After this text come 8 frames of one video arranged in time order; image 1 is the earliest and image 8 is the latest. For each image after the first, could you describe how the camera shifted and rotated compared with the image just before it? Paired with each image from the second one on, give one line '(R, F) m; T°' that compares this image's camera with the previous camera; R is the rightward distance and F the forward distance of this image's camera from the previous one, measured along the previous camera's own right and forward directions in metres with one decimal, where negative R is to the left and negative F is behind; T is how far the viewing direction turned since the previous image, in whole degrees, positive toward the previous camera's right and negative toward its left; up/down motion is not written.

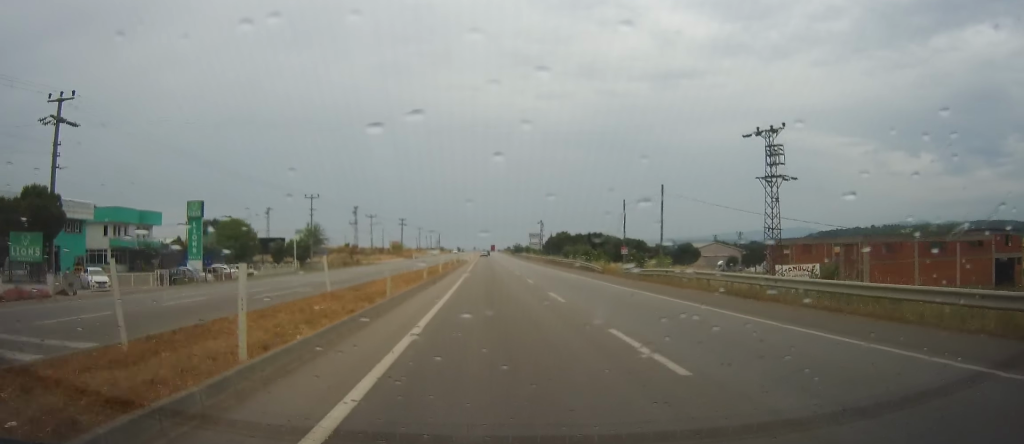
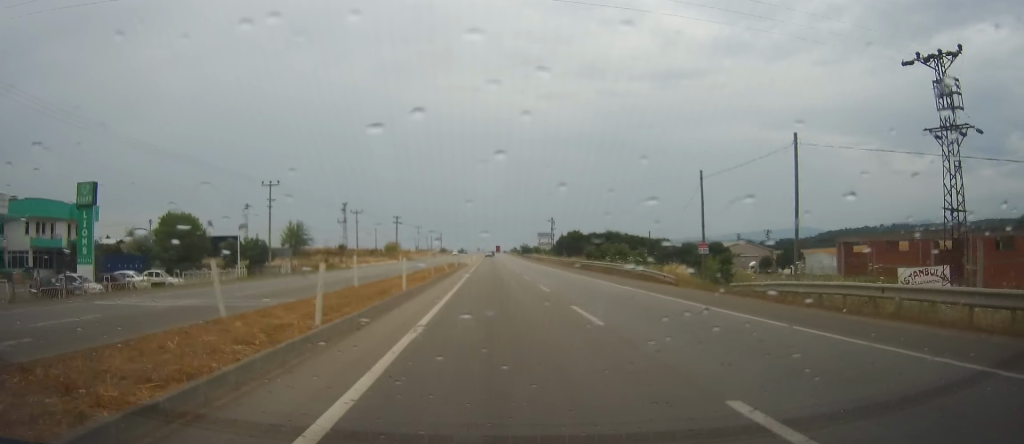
(+0.4, +18.6) m; +1°
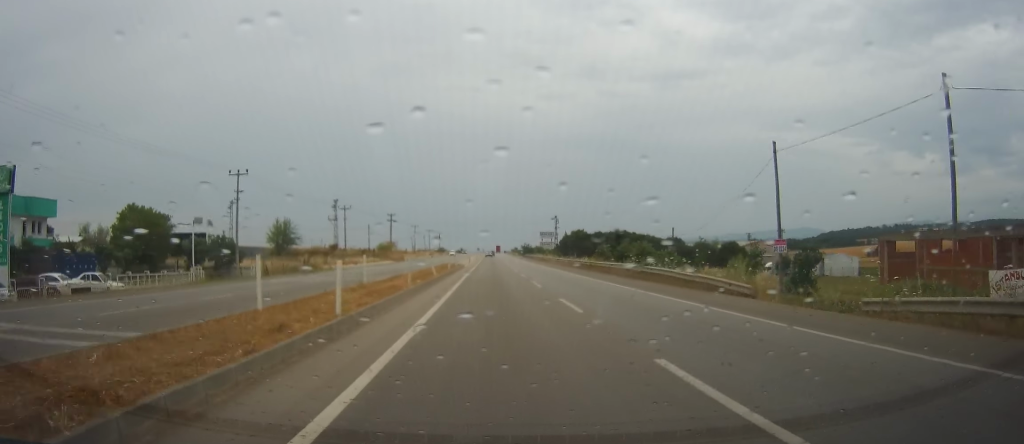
(+0.1, +9.4) m; 0°
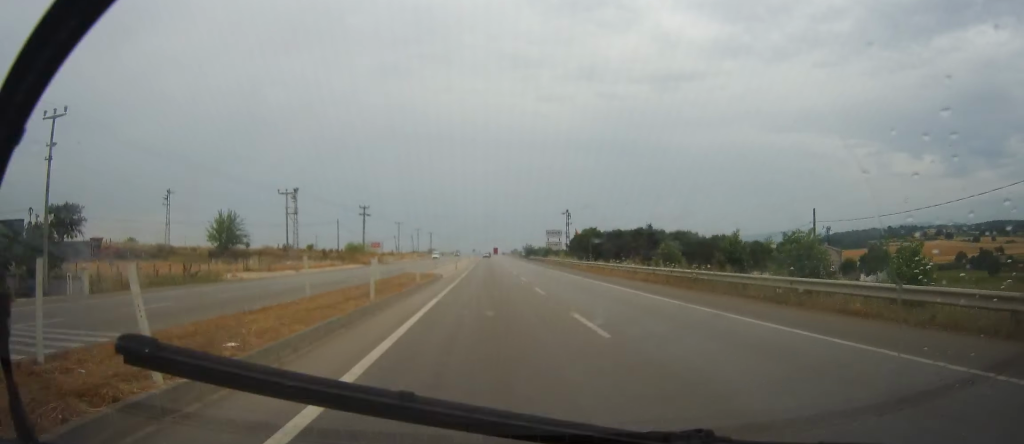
(-0.1, +28.7) m; 0°
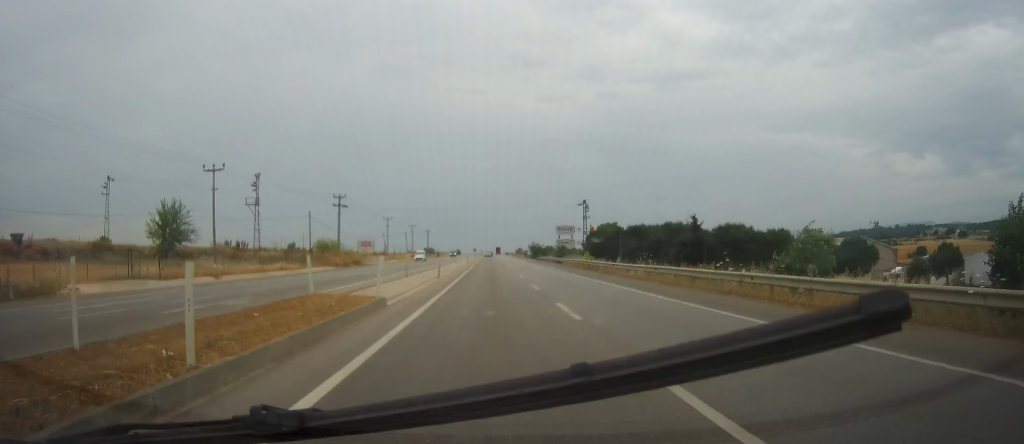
(0.0, +21.1) m; -1°
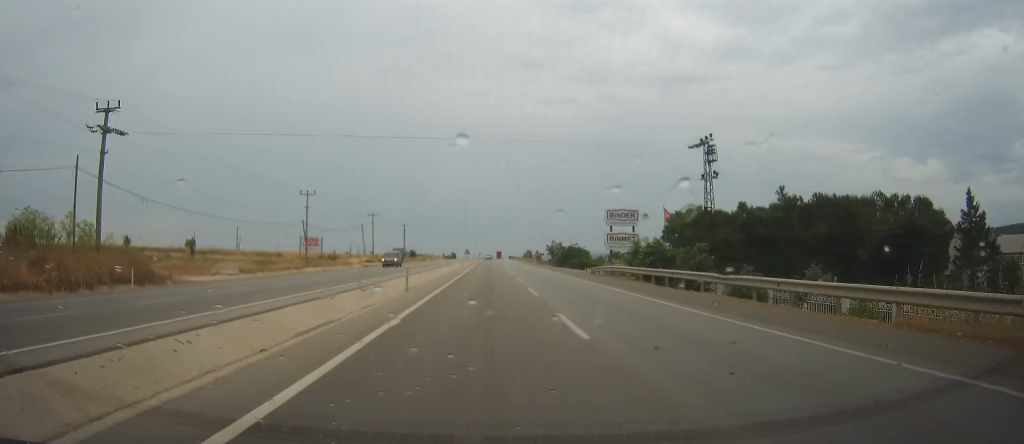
(+0.8, +63.5) m; 0°
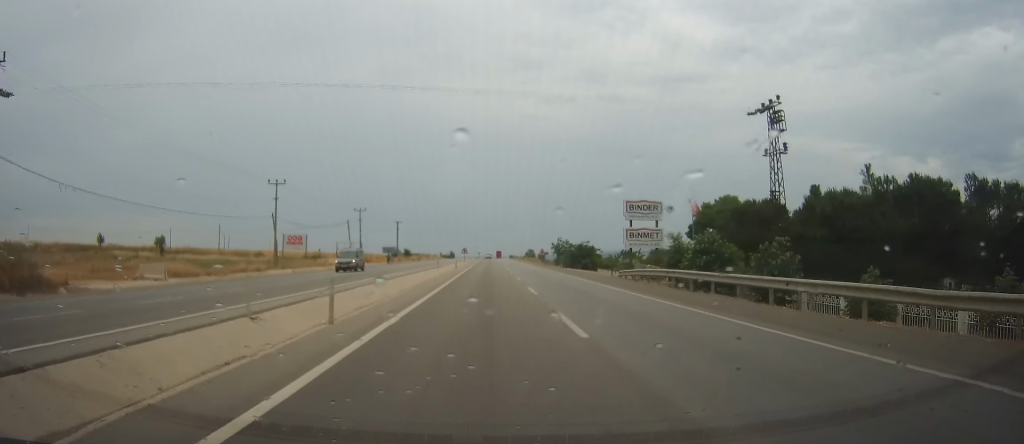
(-0.2, +12.2) m; 0°
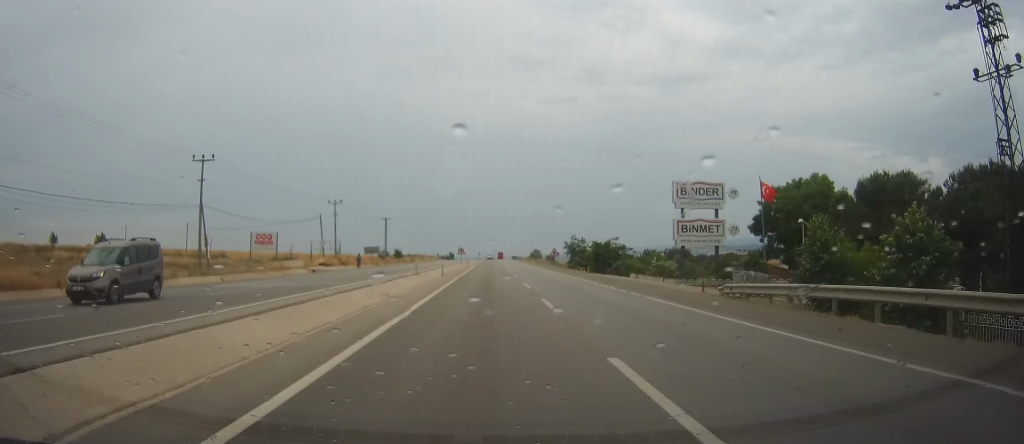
(-0.2, +18.8) m; 0°
